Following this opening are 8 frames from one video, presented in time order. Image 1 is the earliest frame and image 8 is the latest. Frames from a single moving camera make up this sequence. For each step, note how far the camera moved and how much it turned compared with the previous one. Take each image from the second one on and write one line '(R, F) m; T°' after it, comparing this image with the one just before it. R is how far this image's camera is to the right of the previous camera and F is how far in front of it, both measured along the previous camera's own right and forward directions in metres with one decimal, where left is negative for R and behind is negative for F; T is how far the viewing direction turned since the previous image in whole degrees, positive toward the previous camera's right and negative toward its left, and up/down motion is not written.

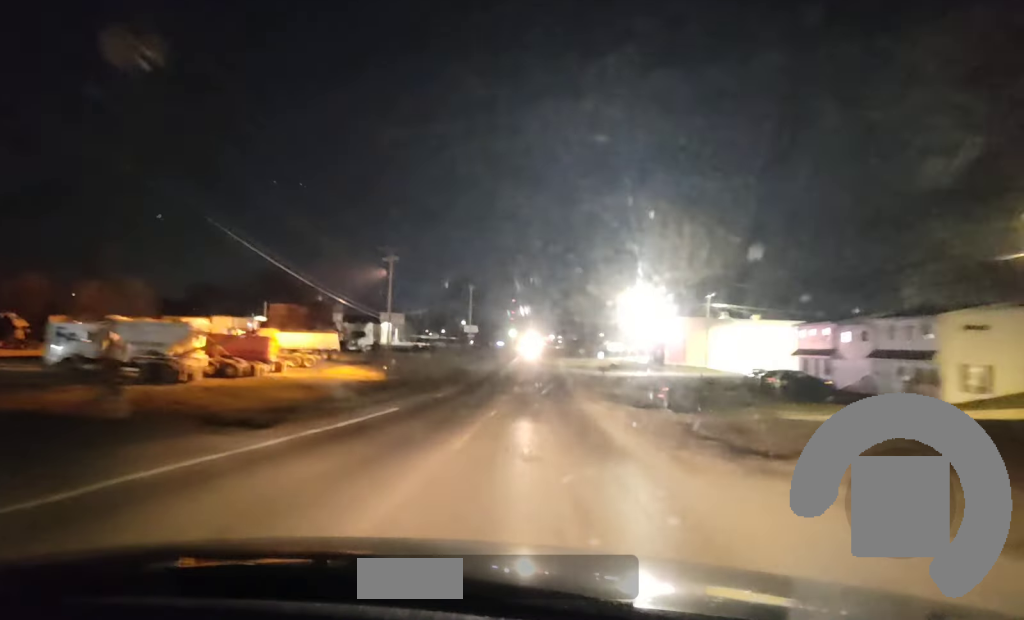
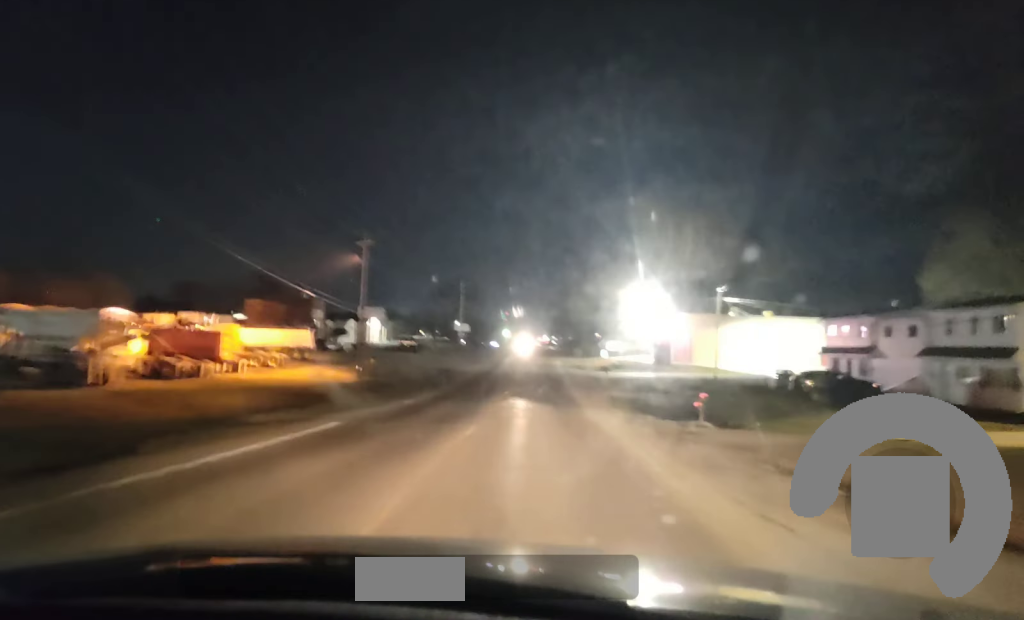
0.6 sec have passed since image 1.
(+0.1, +8.8) m; 0°
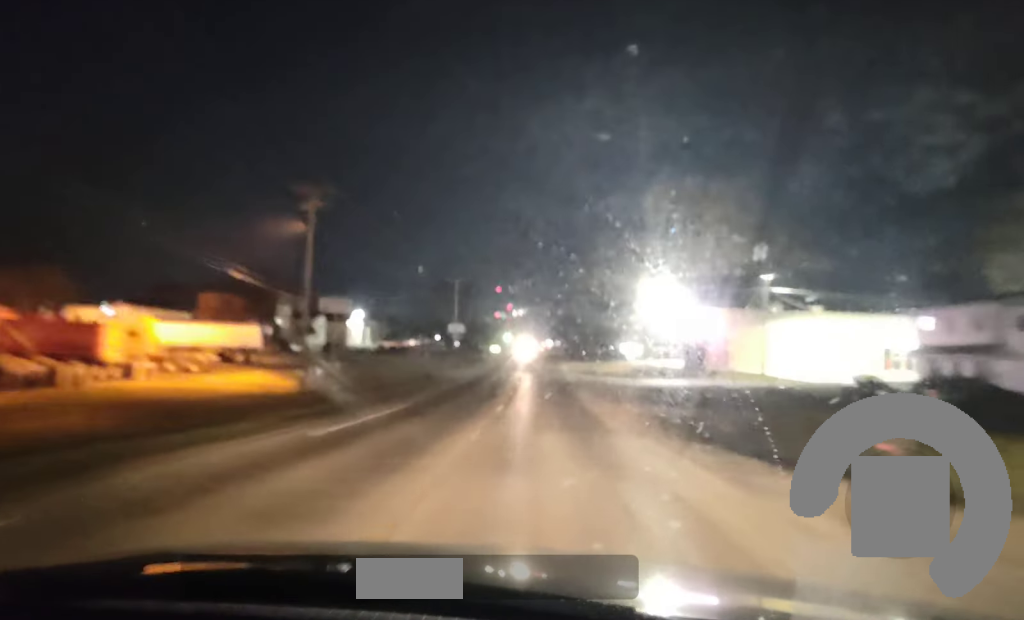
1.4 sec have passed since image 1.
(-0.1, +14.5) m; 0°
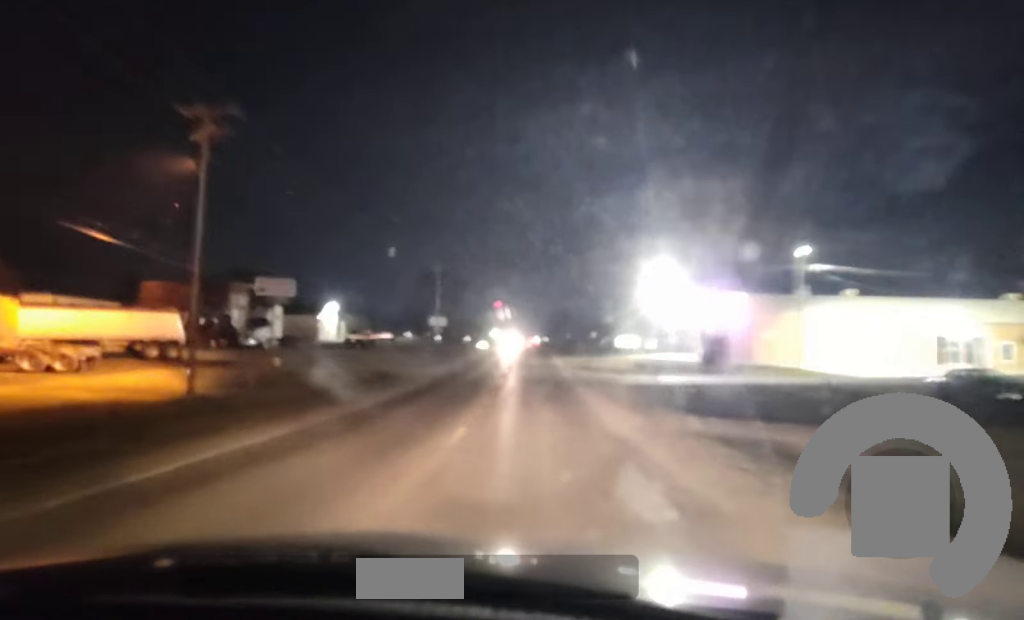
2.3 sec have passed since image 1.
(0.0, +13.7) m; +1°
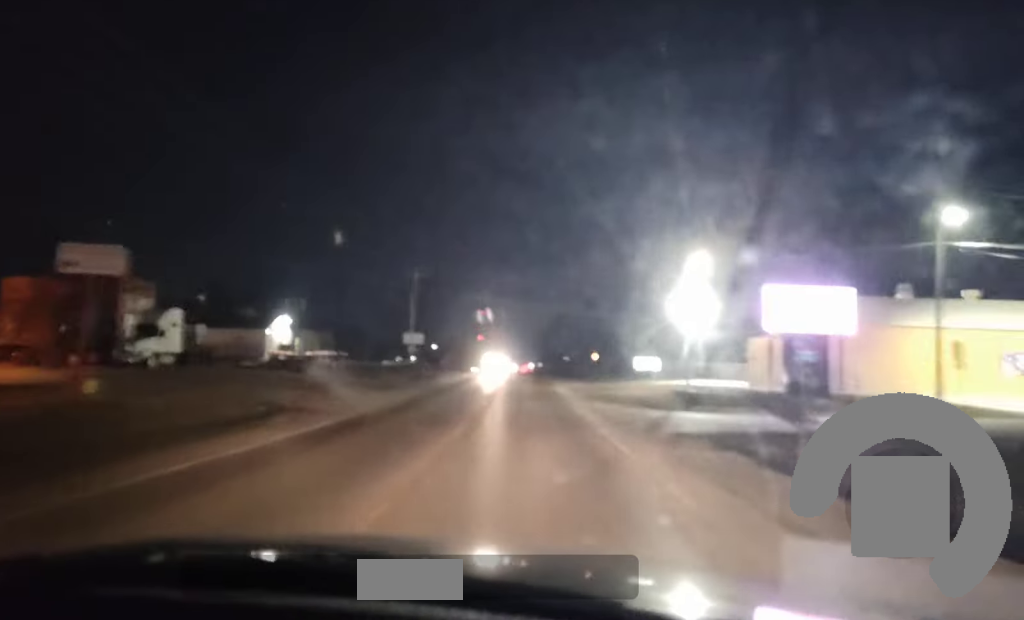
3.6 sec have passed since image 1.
(+0.2, +20.1) m; 0°
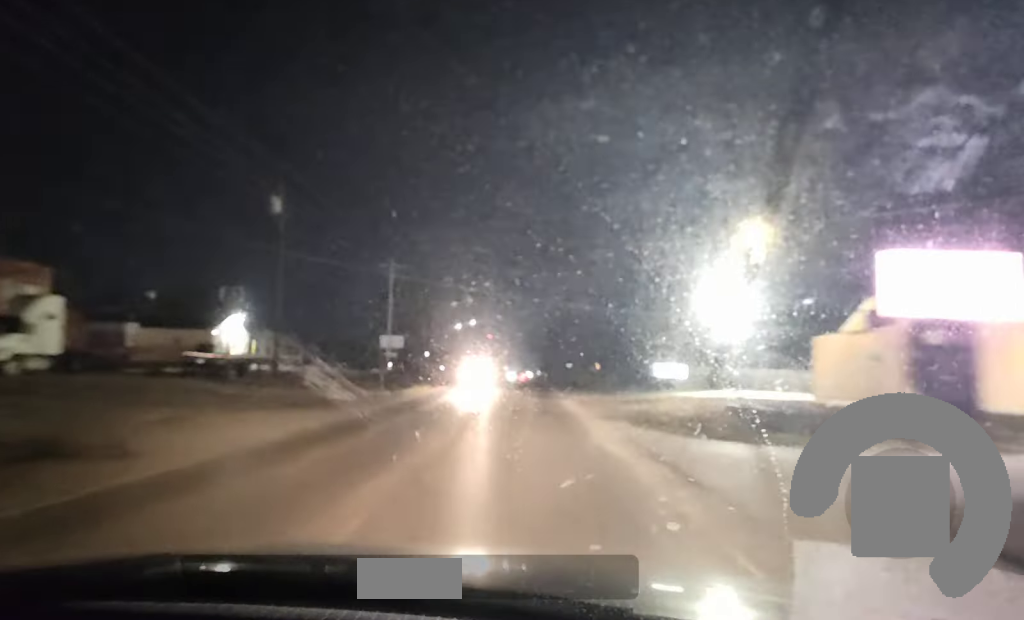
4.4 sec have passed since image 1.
(-0.1, +12.8) m; 0°
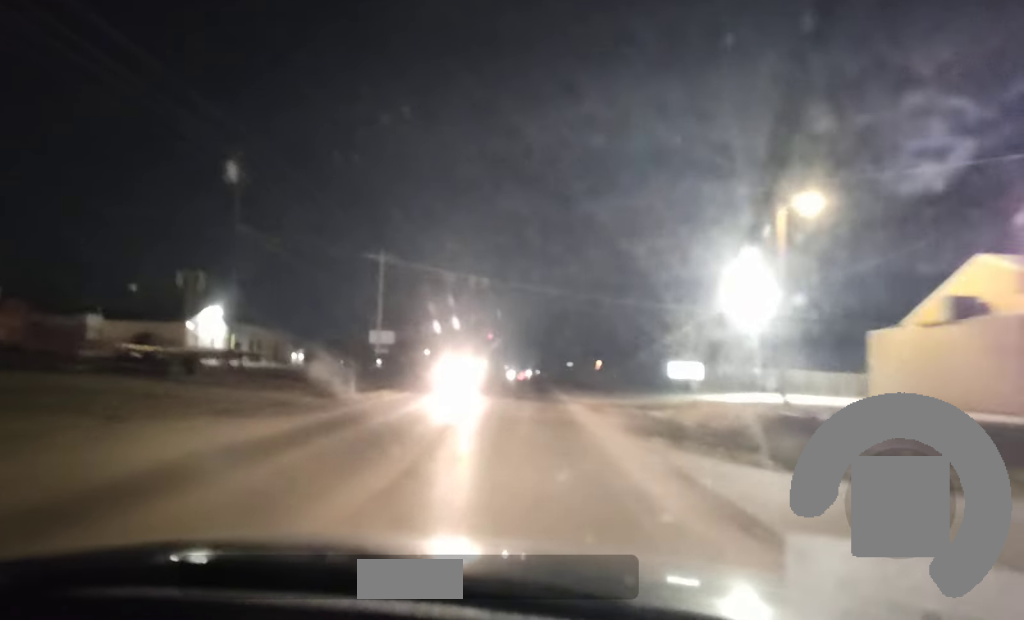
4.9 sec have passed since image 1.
(-0.1, +8.0) m; 0°
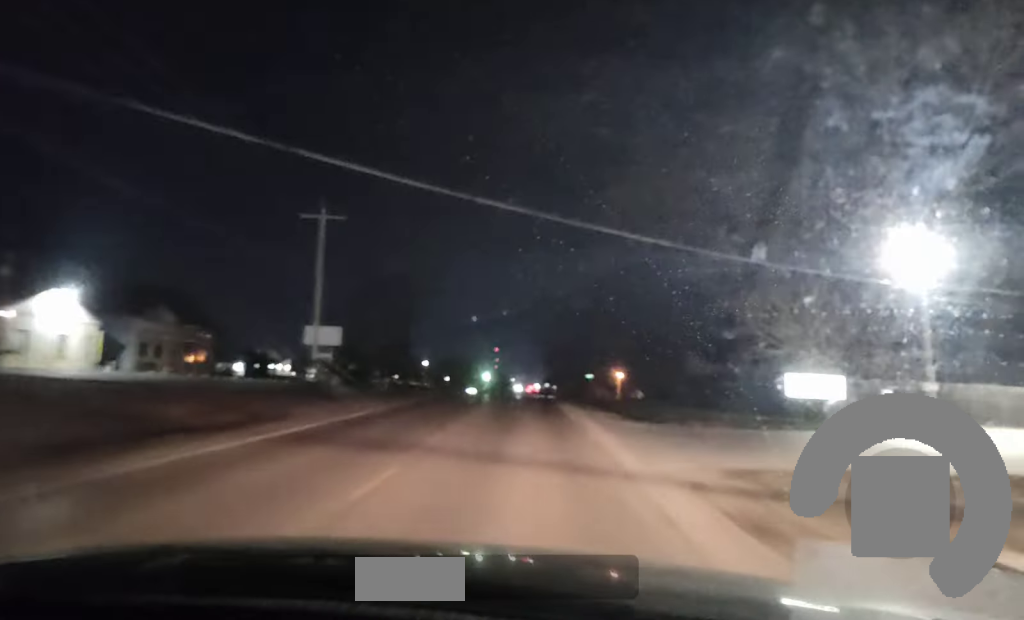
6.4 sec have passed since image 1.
(+0.5, +24.7) m; +1°
